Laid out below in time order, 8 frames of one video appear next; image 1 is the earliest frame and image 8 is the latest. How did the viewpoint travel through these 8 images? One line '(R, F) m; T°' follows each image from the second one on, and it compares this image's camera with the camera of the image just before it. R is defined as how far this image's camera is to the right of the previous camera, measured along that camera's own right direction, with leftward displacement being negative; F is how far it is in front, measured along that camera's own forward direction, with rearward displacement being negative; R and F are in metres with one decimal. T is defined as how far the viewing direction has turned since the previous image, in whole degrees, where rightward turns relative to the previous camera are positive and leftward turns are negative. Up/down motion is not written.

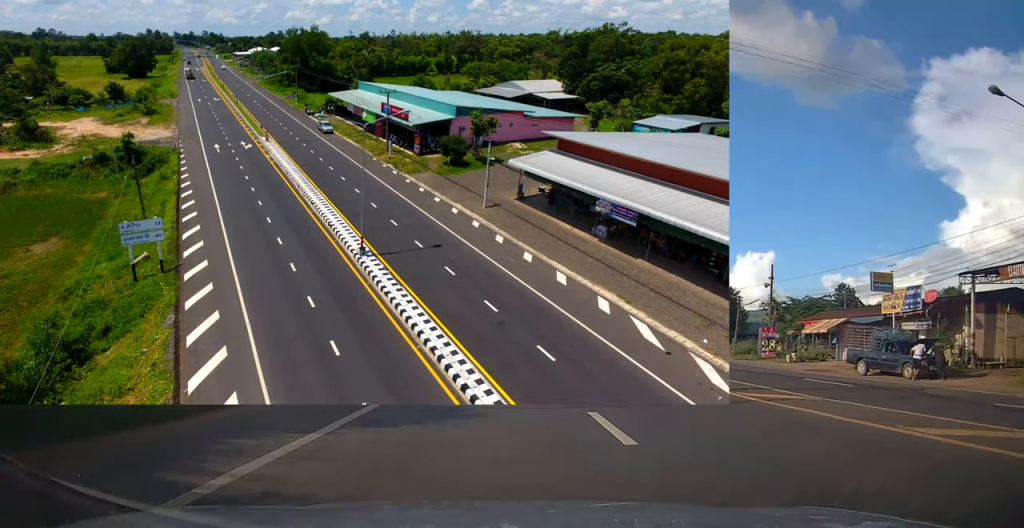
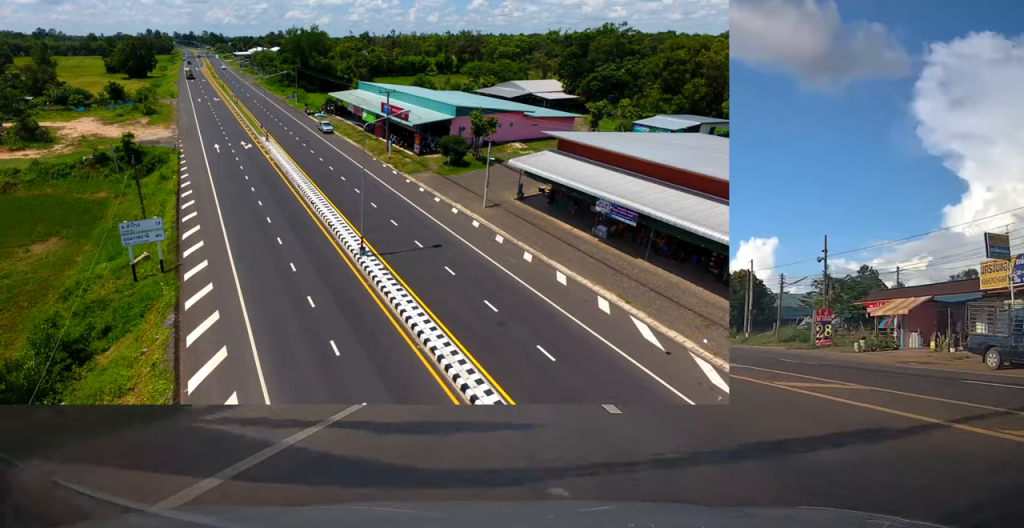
(0.0, +8.8) m; 0°
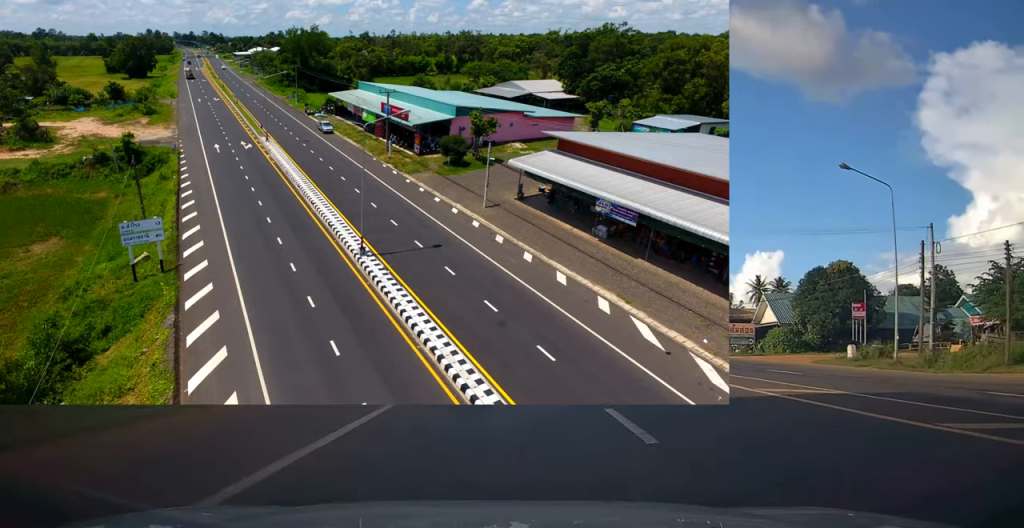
(+0.1, +25.6) m; 0°
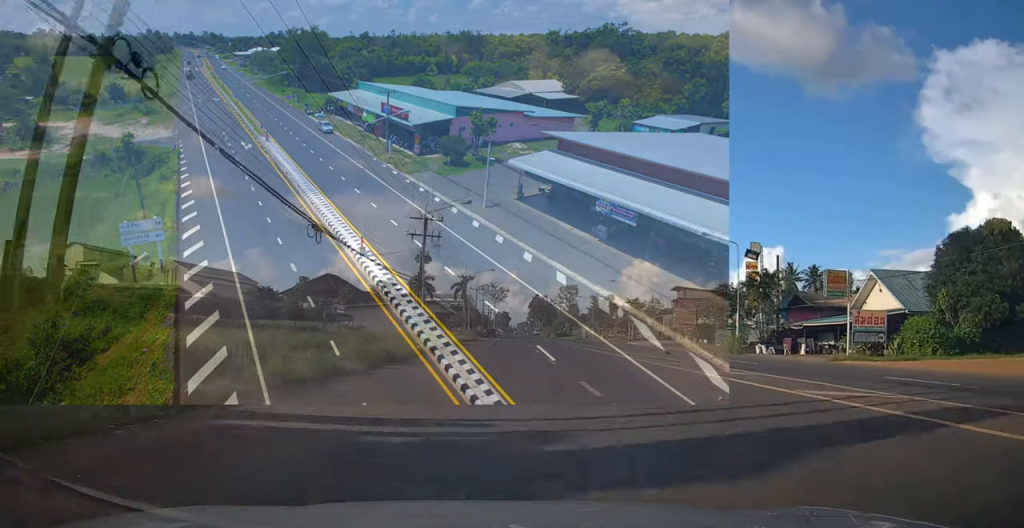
(+0.1, +21.9) m; 0°
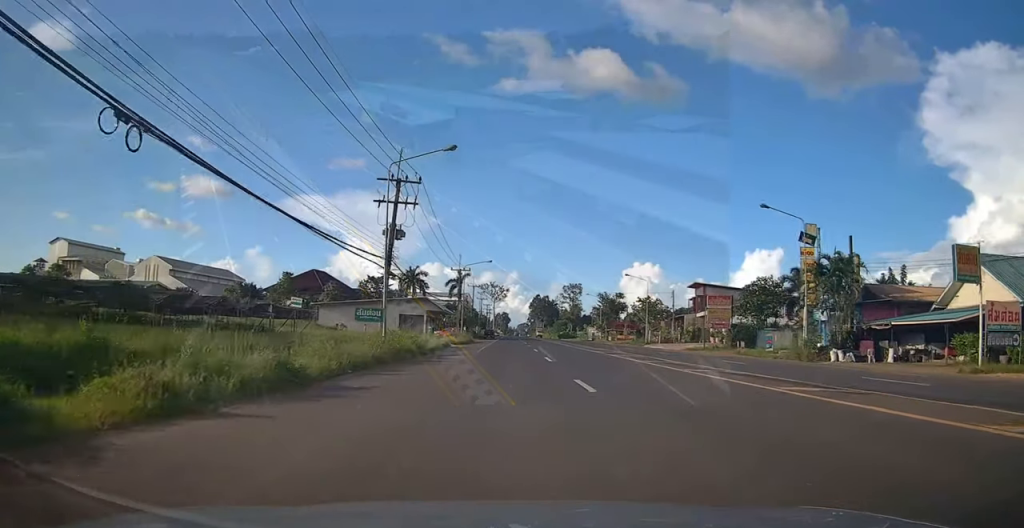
(0.0, +11.5) m; 0°
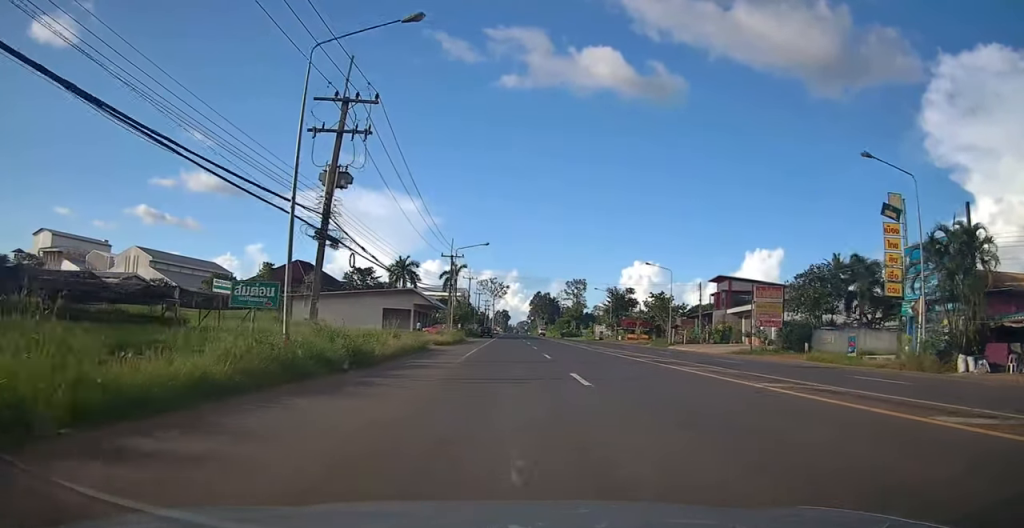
(0.0, +11.5) m; 0°
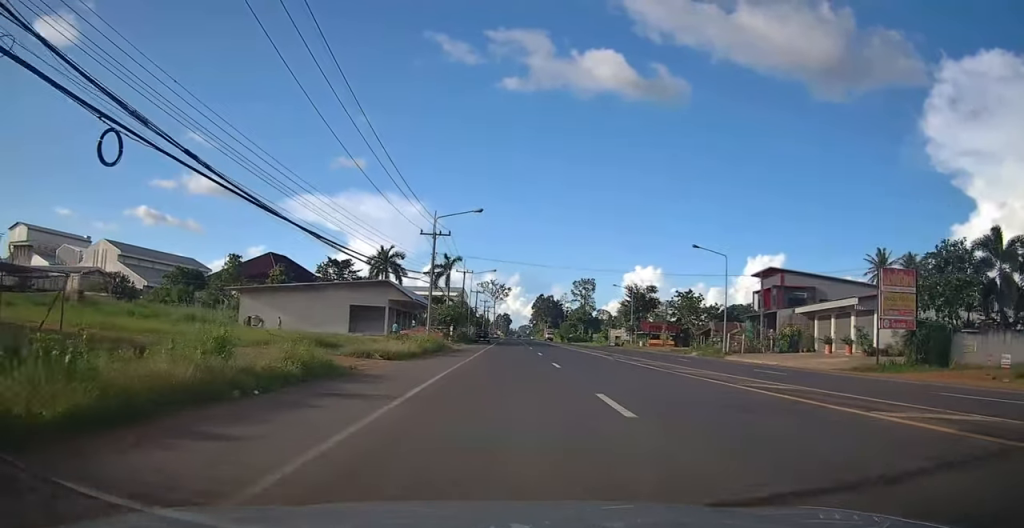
(0.0, +17.0) m; -1°
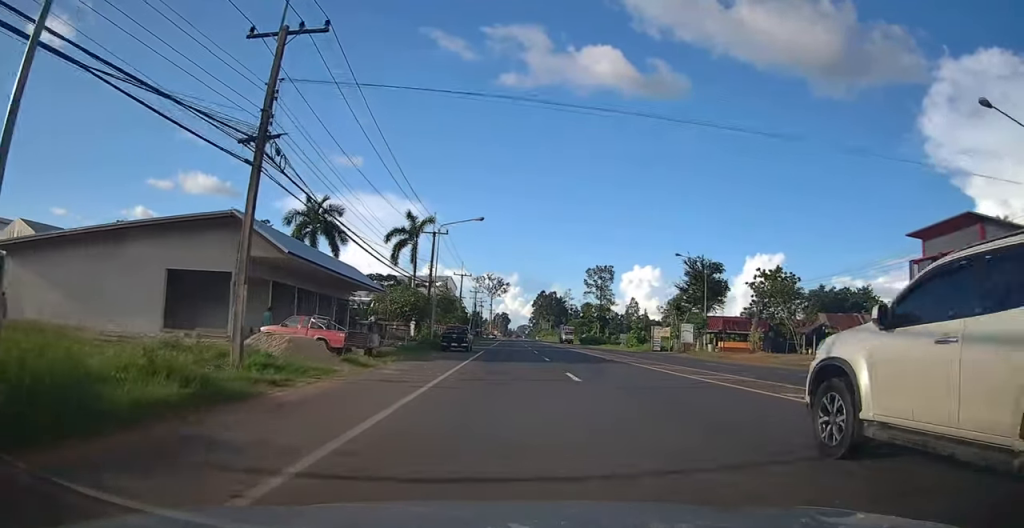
(-0.6, +33.6) m; 0°
